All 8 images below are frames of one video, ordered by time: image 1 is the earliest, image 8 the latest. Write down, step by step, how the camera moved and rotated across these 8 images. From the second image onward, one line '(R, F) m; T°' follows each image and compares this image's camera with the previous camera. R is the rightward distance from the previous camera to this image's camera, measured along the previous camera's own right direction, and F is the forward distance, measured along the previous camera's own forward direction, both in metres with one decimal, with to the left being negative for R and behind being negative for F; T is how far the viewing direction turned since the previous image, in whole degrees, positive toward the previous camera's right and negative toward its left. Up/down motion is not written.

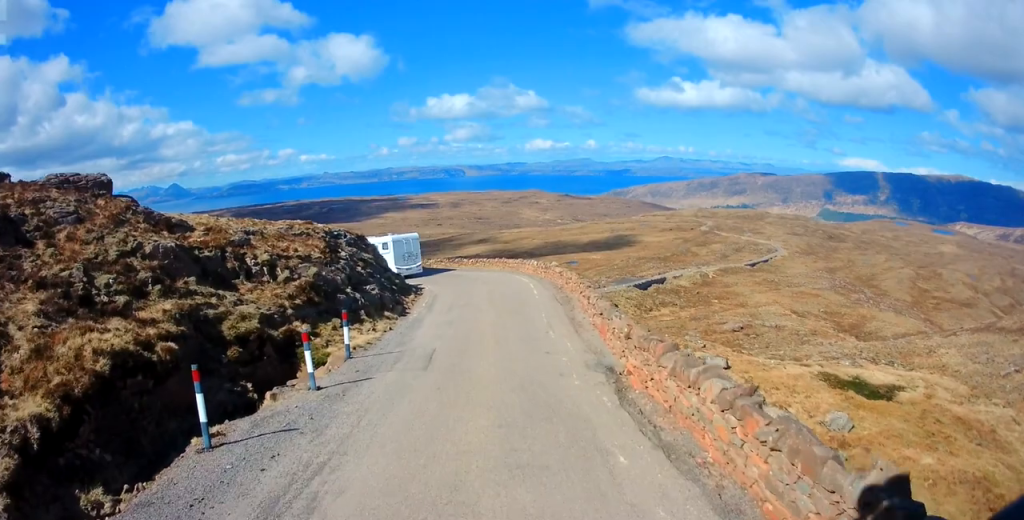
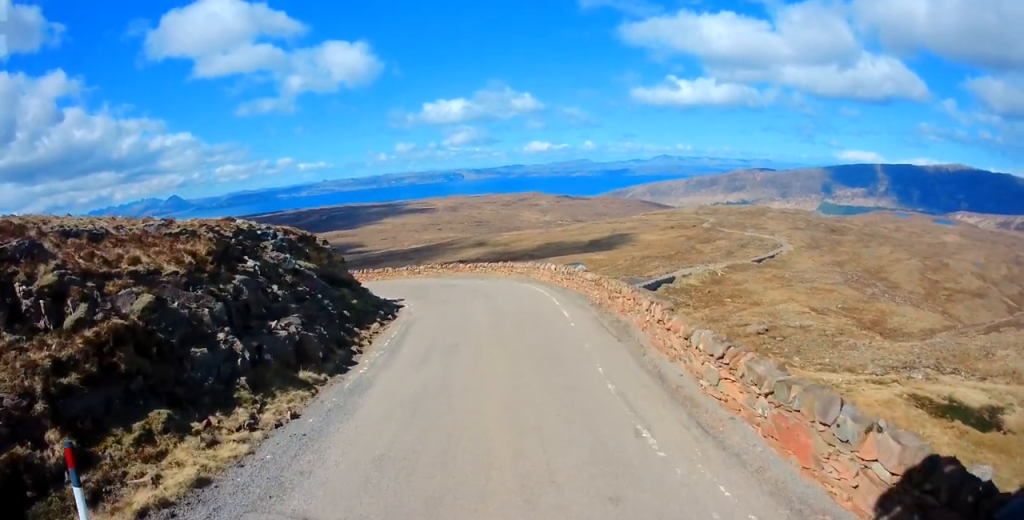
(0.0, +8.4) m; 0°
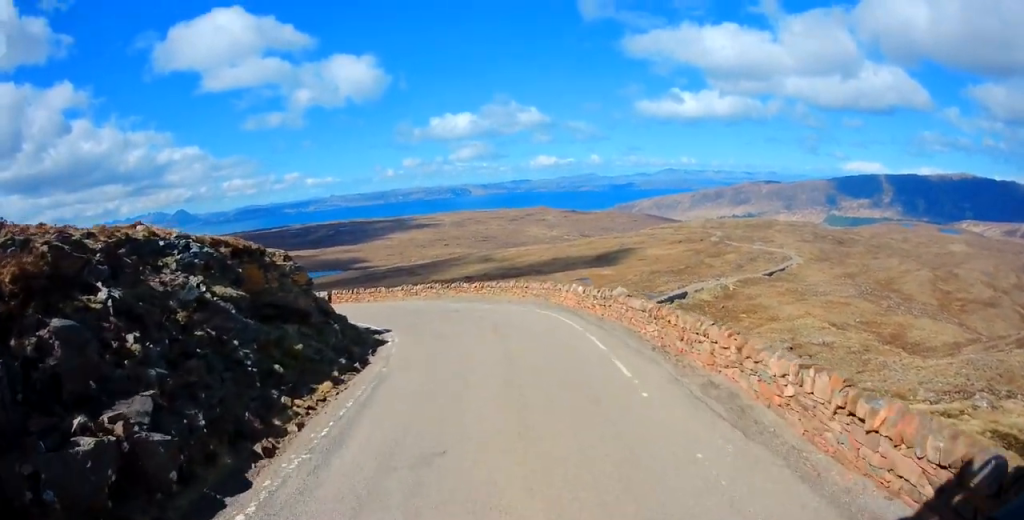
(0.0, +6.1) m; 0°
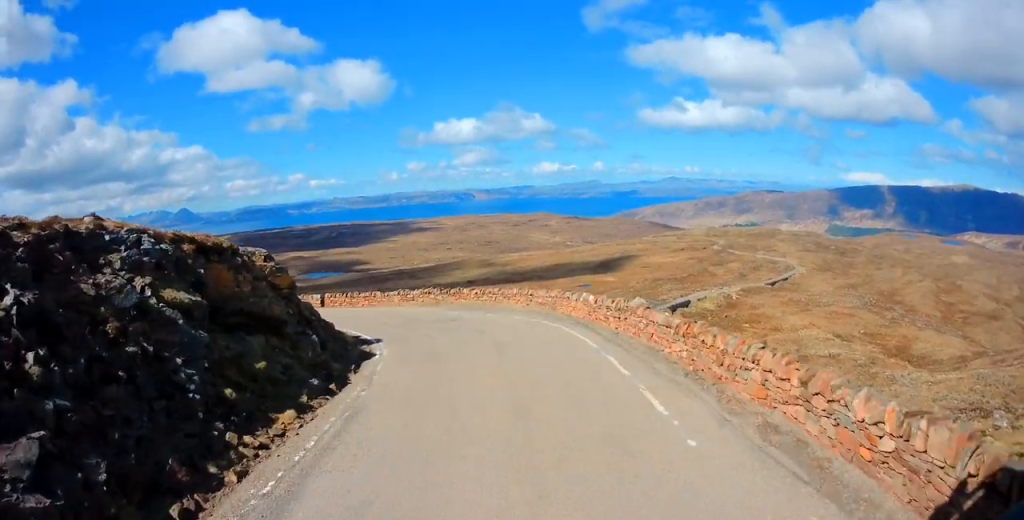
(0.0, +1.8) m; 0°
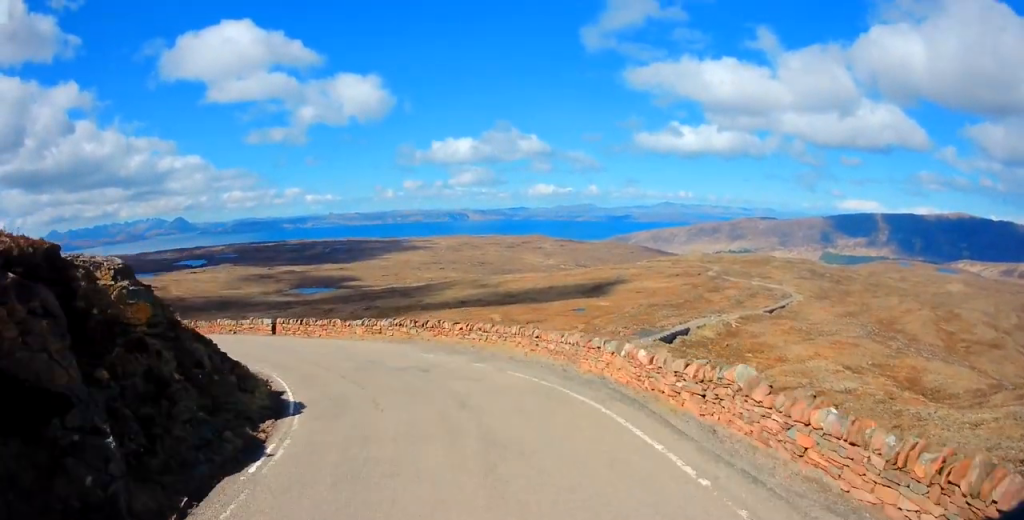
(0.0, +5.9) m; -1°
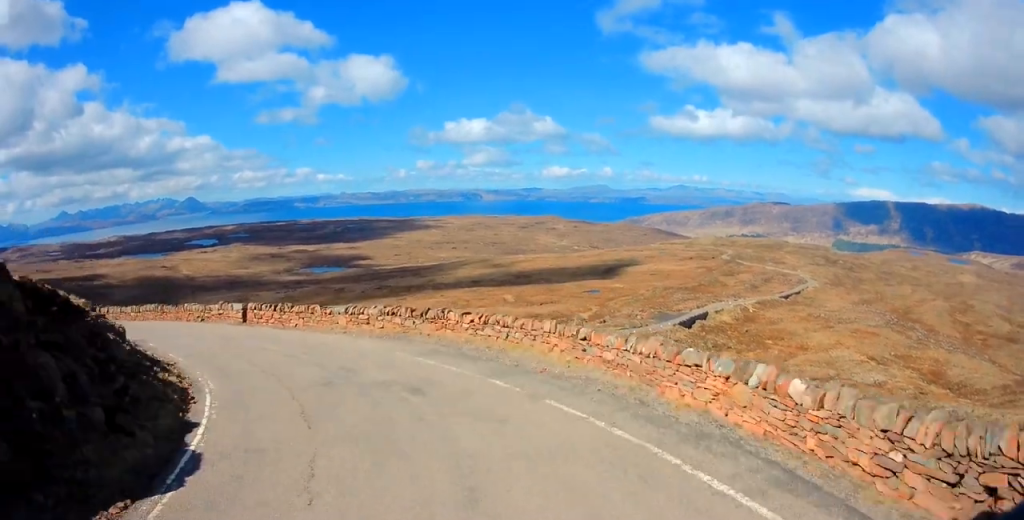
(0.0, +4.7) m; -4°
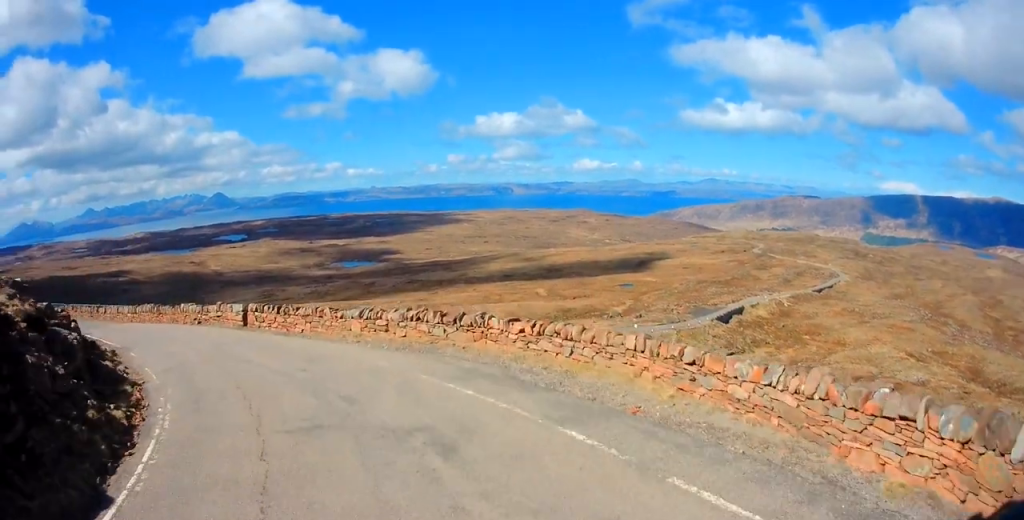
(-0.2, +3.3) m; -4°
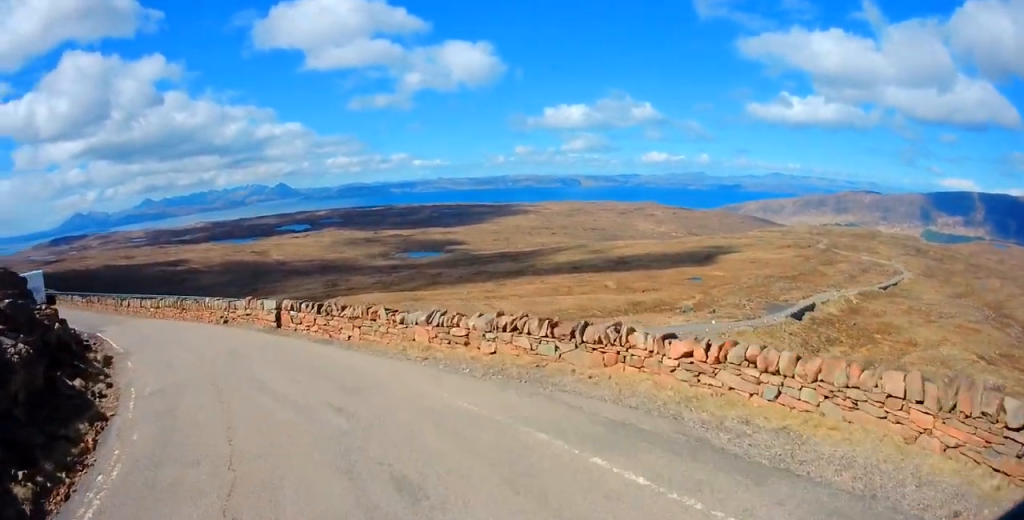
(-0.1, +4.2) m; -6°
